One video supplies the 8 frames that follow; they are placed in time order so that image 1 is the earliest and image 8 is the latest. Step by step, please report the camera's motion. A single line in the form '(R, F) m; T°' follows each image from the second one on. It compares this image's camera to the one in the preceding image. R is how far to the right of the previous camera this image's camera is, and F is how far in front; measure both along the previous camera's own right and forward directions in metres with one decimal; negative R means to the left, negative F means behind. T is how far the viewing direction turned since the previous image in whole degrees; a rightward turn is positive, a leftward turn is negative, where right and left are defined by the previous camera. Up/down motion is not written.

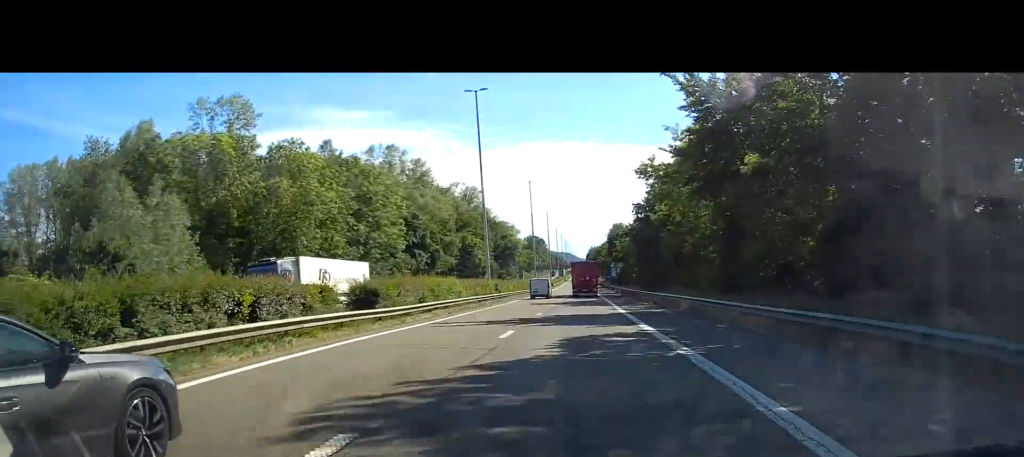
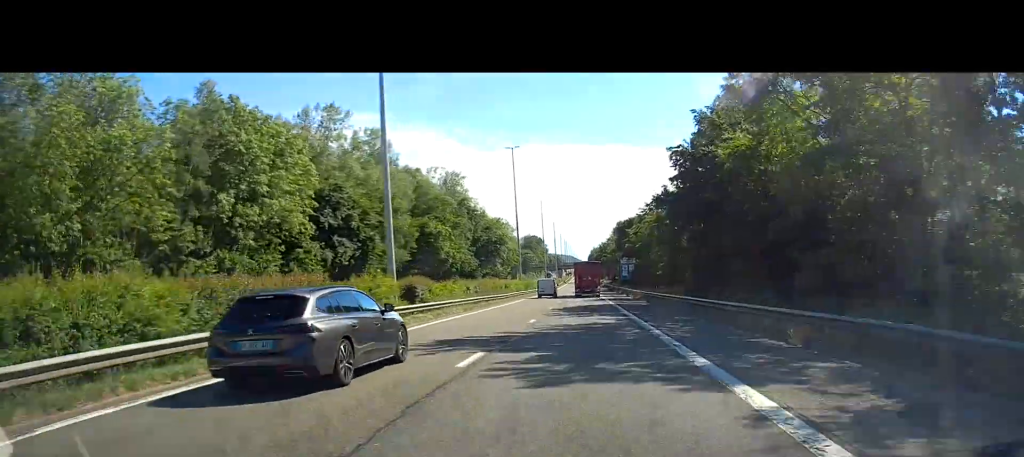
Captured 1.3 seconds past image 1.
(-0.1, +31.6) m; 0°
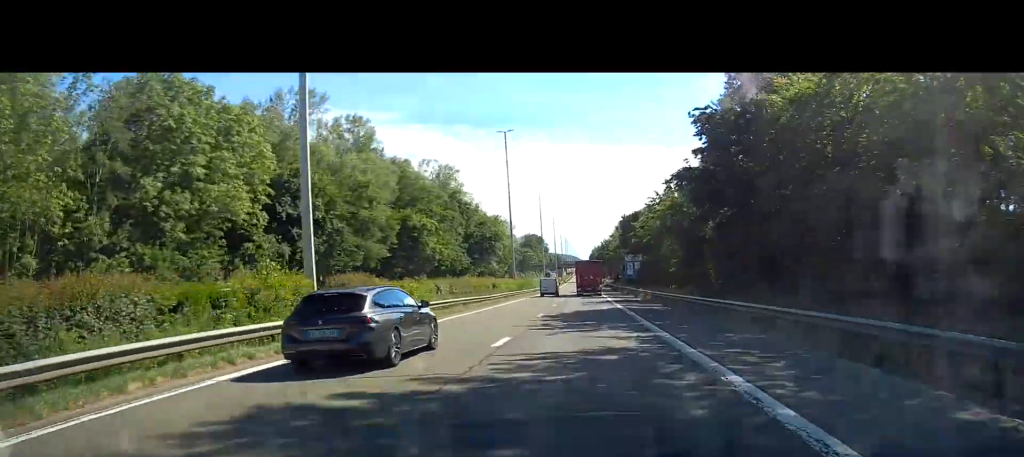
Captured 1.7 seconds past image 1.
(0.0, +9.5) m; 0°
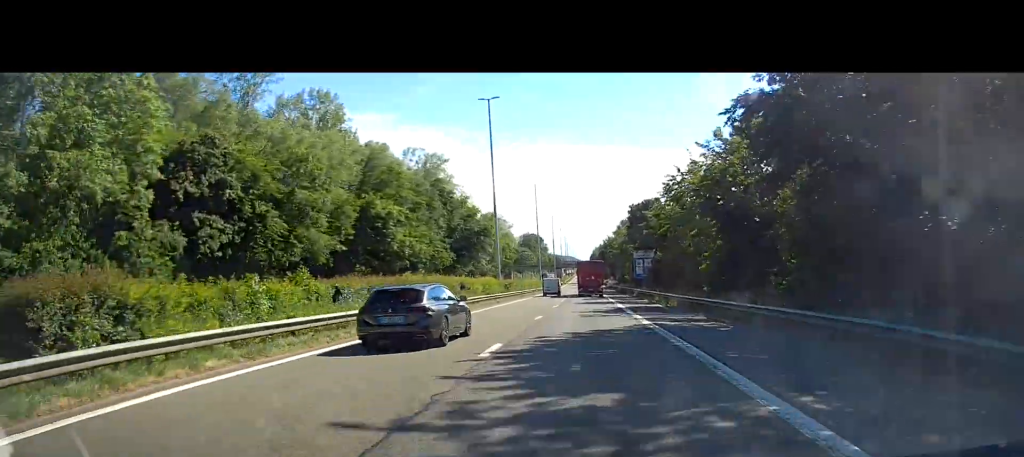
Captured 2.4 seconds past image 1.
(0.0, +15.1) m; 0°
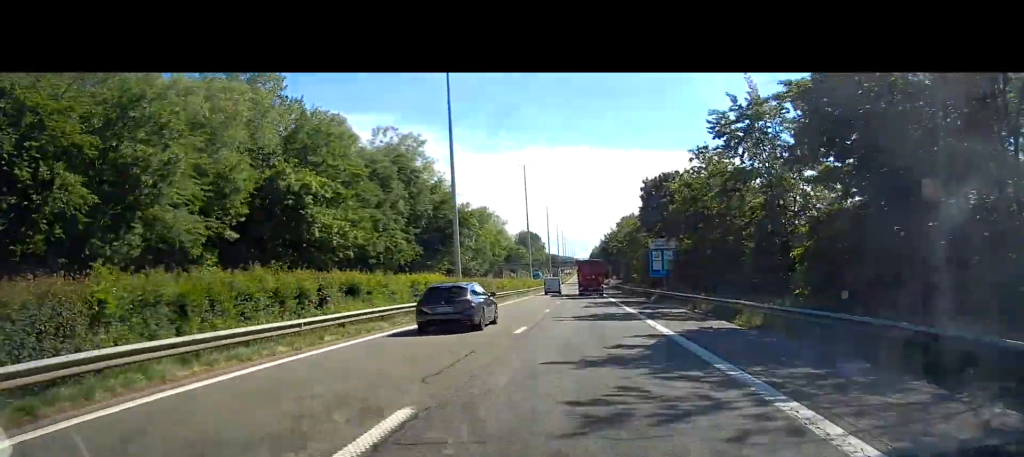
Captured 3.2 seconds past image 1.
(0.0, +20.7) m; 0°
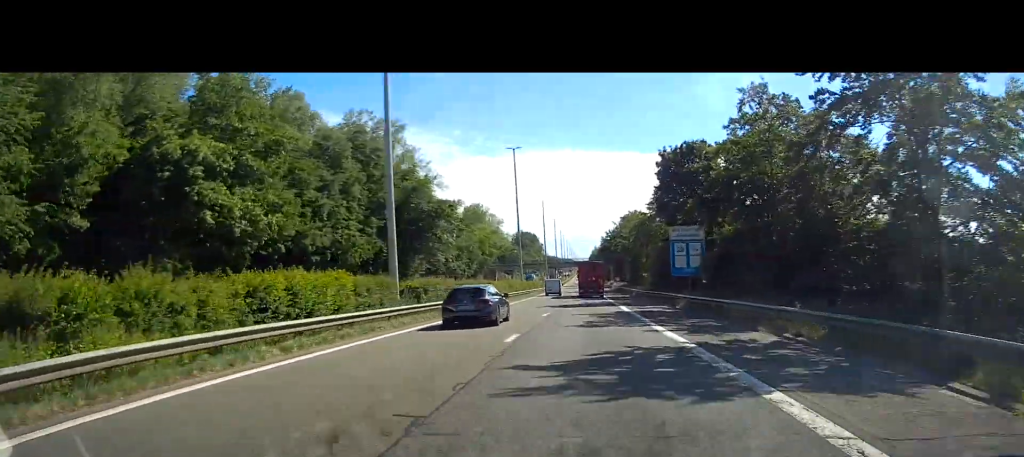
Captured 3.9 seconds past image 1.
(0.0, +15.1) m; 0°
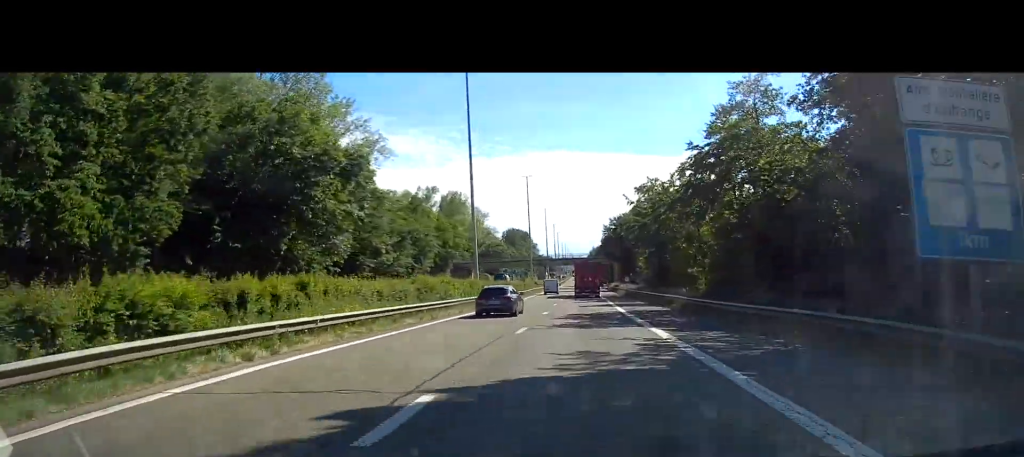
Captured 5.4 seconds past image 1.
(-0.1, +35.9) m; 0°
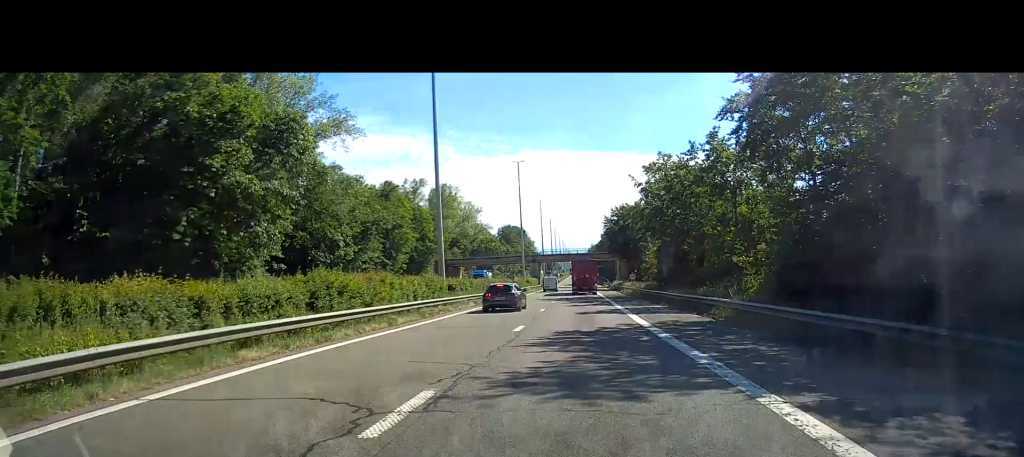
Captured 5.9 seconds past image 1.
(-0.1, +12.8) m; 0°
